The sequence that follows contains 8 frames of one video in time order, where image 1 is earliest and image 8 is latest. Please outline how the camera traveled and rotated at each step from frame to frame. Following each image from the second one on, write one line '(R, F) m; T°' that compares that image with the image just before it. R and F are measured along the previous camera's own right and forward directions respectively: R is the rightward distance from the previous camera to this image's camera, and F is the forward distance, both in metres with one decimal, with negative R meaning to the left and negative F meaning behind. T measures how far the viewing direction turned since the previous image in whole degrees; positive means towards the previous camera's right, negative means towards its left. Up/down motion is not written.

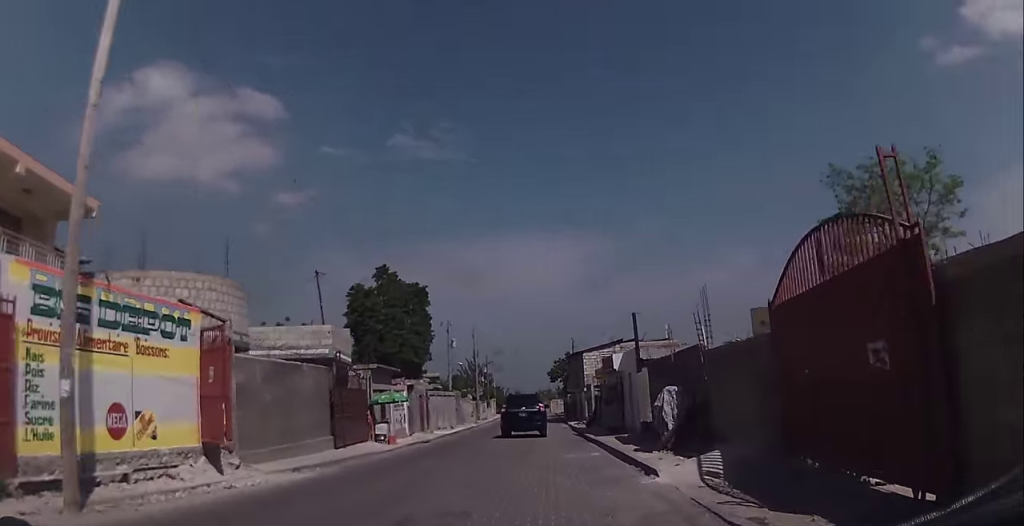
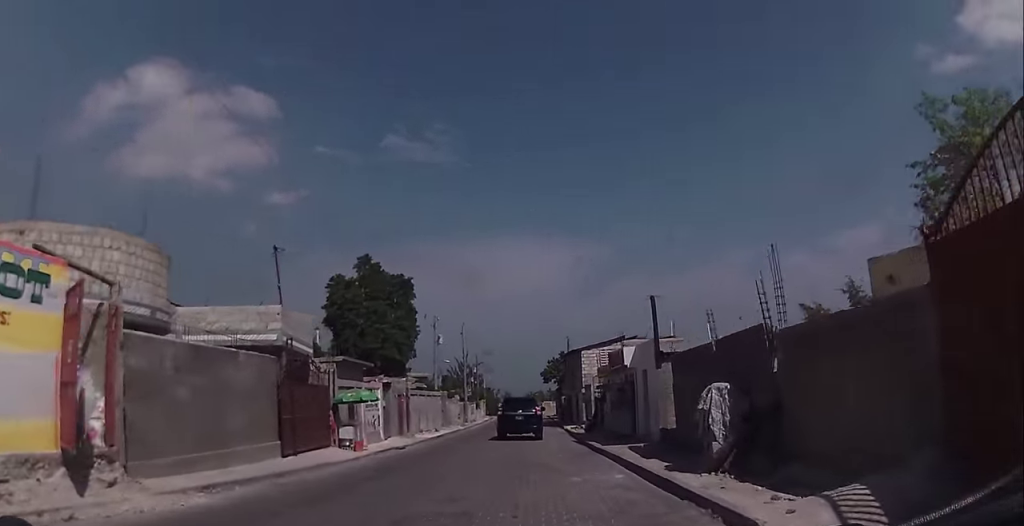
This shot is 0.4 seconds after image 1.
(0.0, +4.2) m; 0°
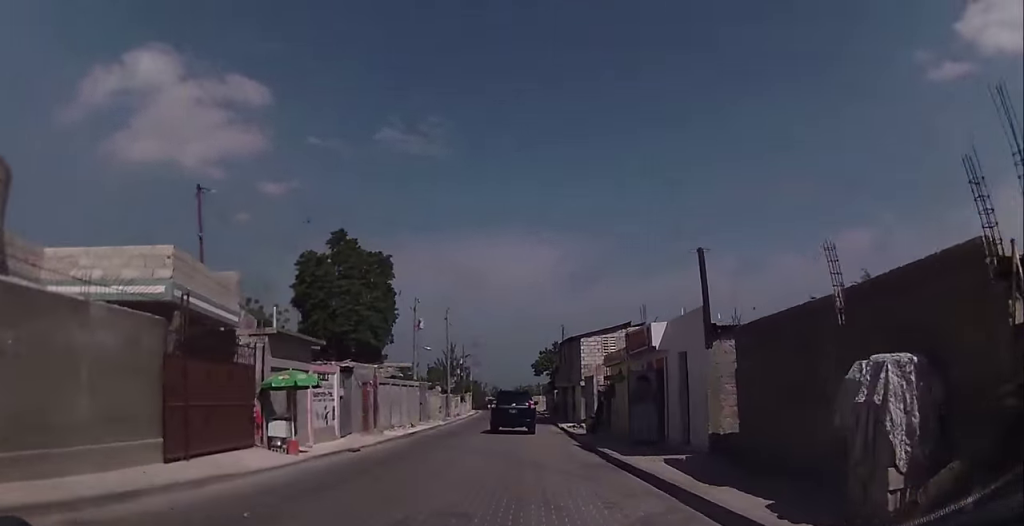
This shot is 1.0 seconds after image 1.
(0.0, +5.9) m; +2°
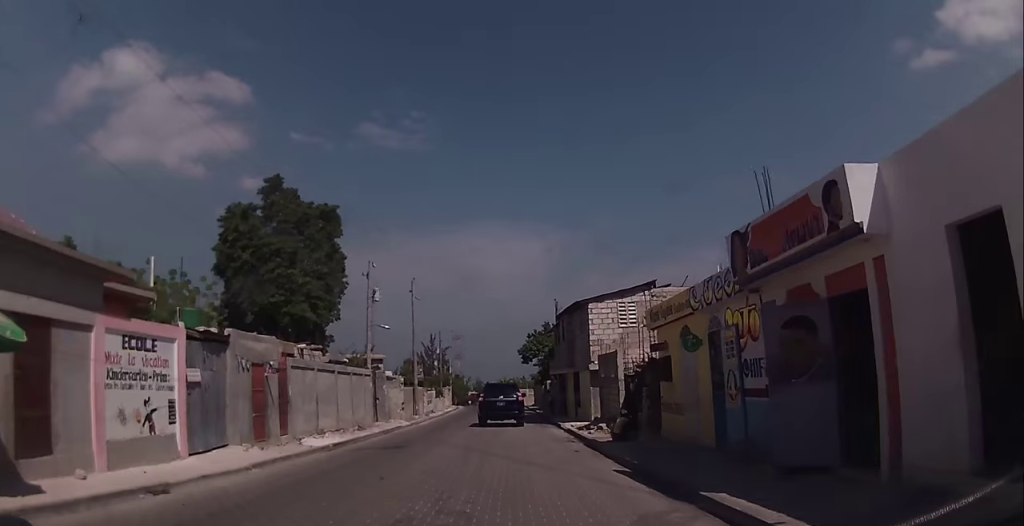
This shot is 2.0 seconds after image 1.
(+0.4, +11.1) m; +3°
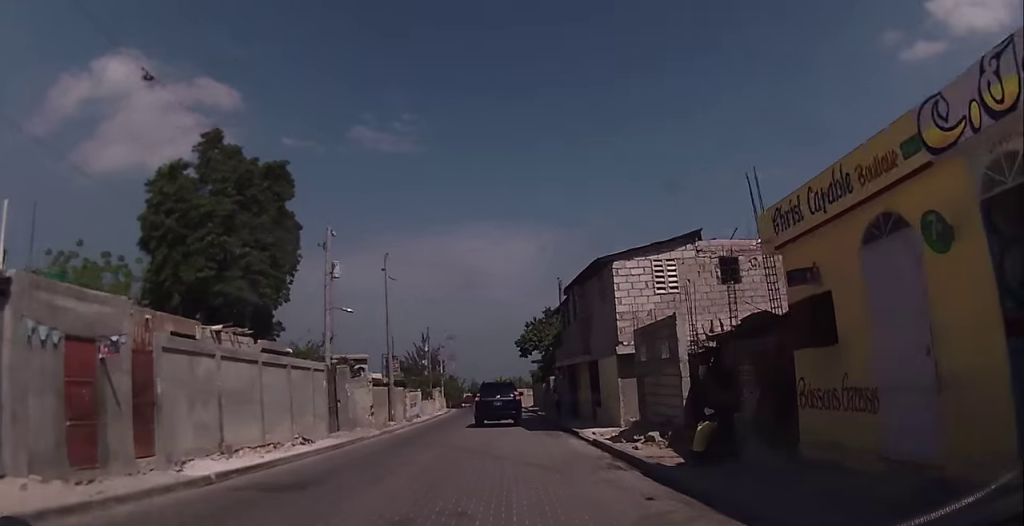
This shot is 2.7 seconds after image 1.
(+0.3, +7.8) m; +1°
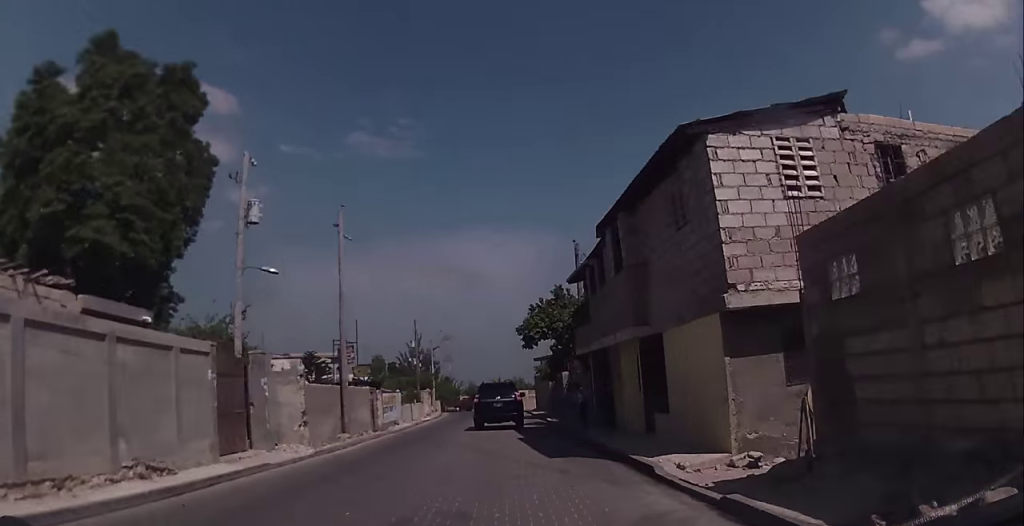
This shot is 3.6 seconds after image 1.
(-0.3, +10.1) m; -2°
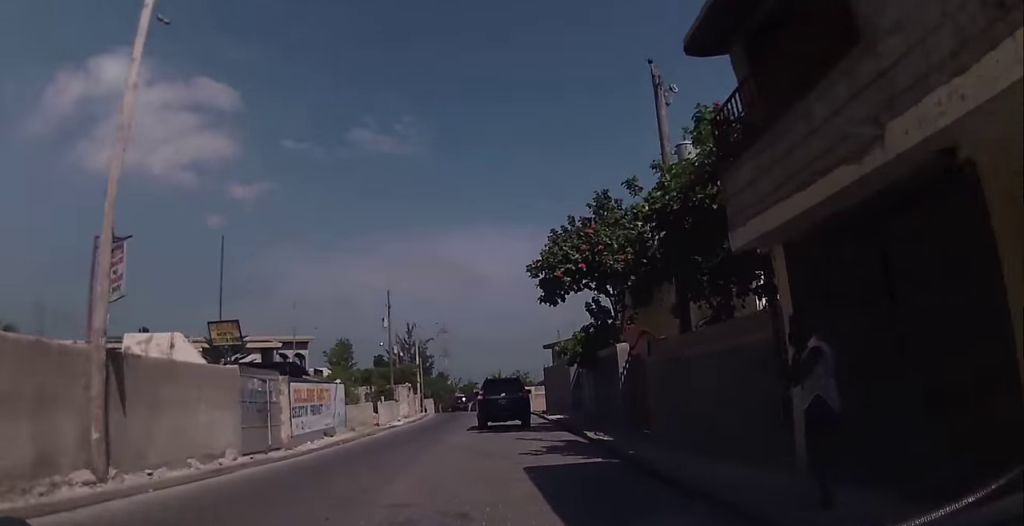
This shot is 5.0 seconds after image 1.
(0.0, +16.2) m; +1°
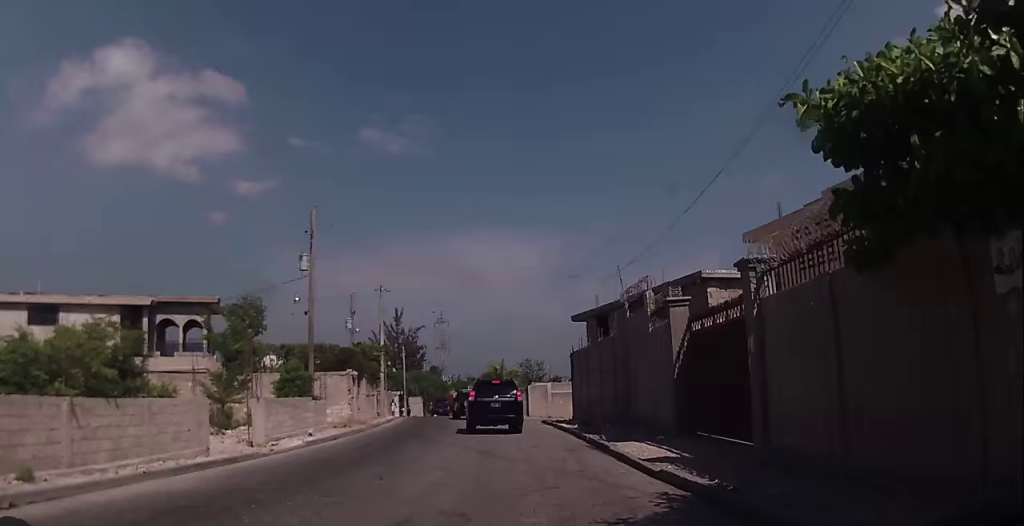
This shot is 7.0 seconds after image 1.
(+0.8, +22.2) m; +2°
